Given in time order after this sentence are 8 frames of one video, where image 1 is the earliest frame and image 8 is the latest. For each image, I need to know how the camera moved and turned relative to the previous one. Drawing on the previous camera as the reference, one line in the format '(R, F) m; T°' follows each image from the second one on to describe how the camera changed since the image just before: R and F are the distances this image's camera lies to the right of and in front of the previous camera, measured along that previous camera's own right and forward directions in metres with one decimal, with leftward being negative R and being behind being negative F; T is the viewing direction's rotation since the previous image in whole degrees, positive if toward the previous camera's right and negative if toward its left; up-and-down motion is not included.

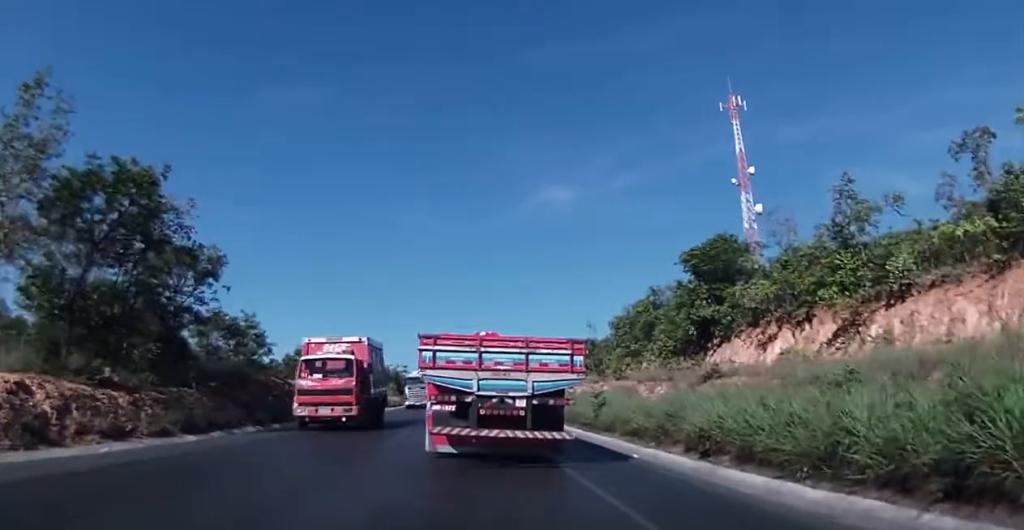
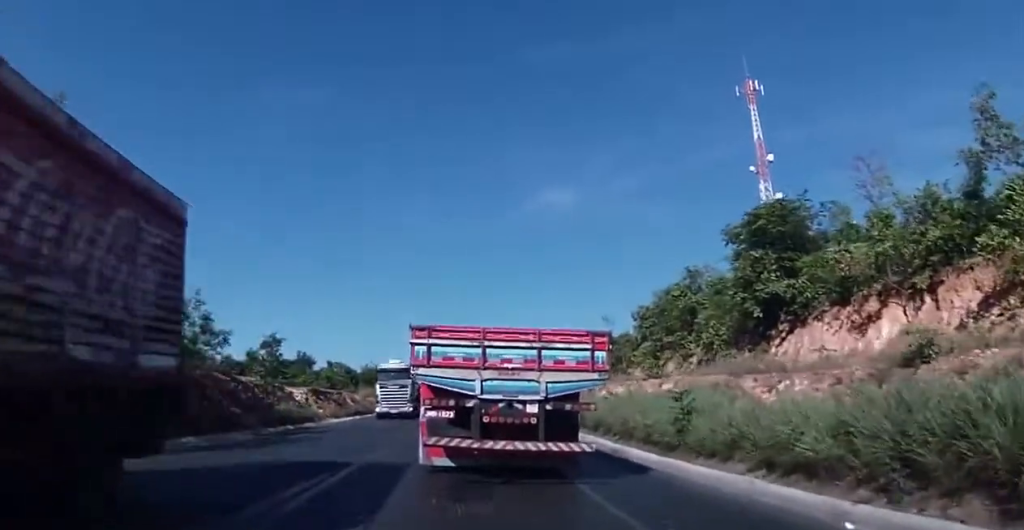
(-0.1, +10.7) m; -1°
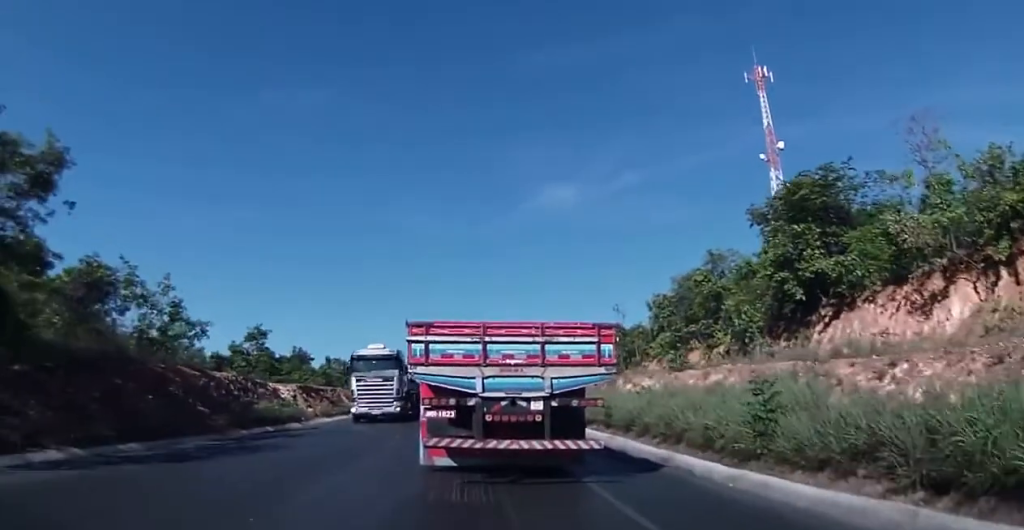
(0.0, +4.8) m; 0°
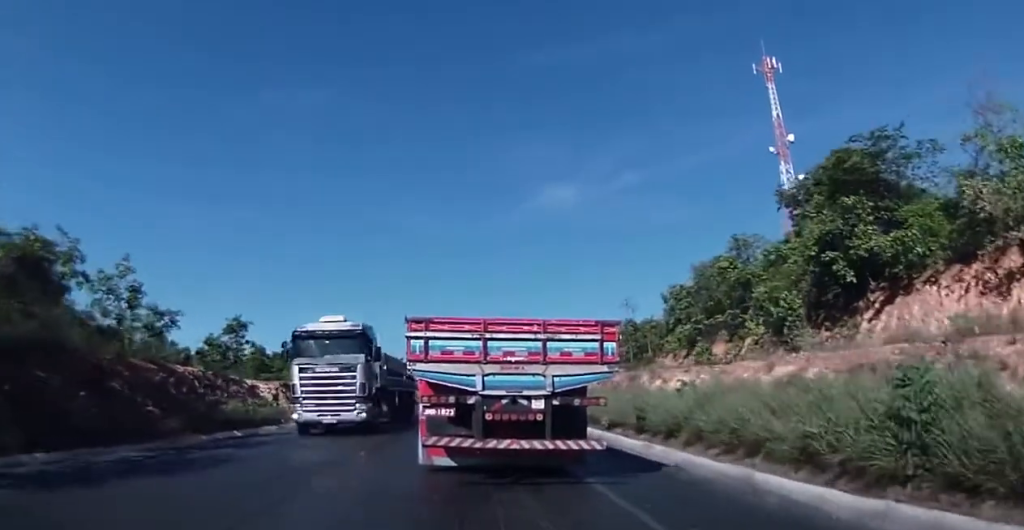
(0.0, +4.6) m; 0°
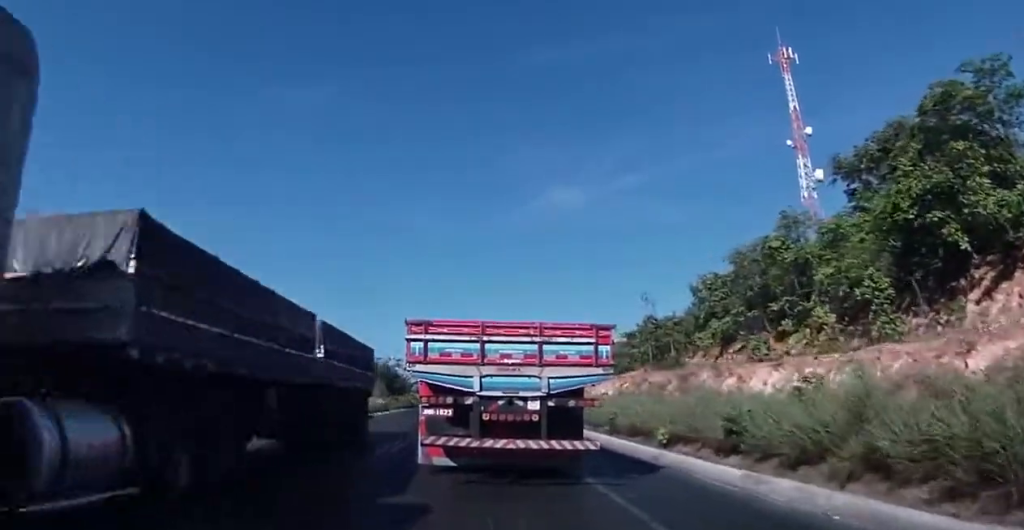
(0.0, +7.2) m; -1°
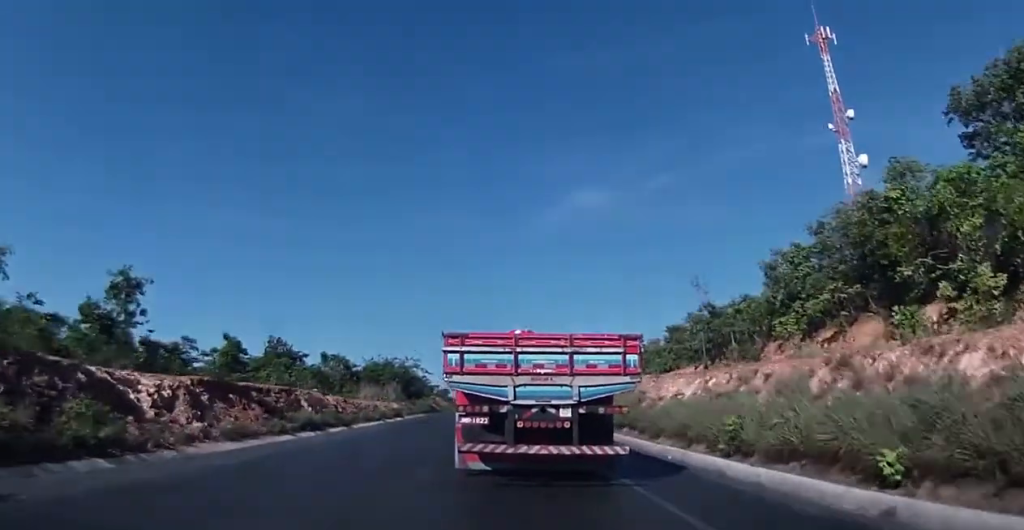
(-0.1, +8.6) m; 0°
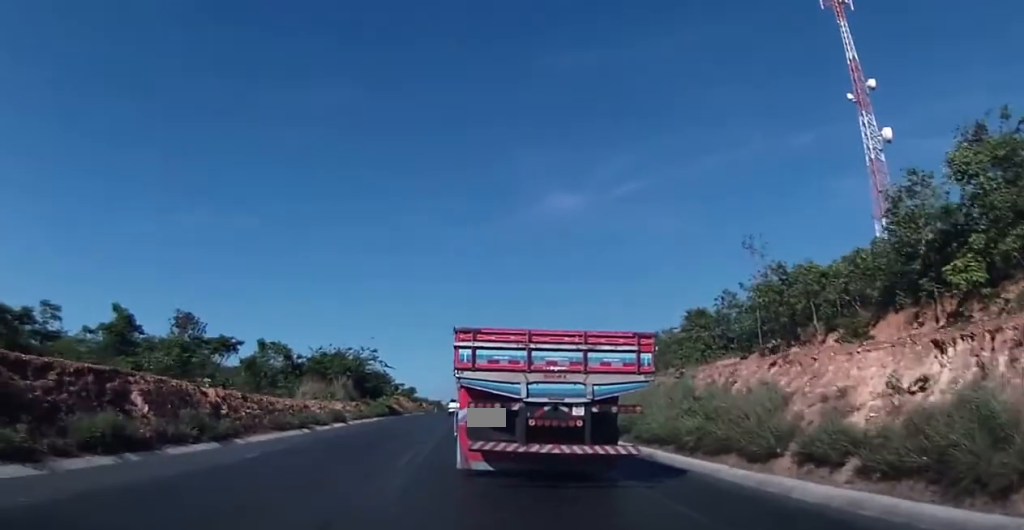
(+0.2, +15.2) m; +1°
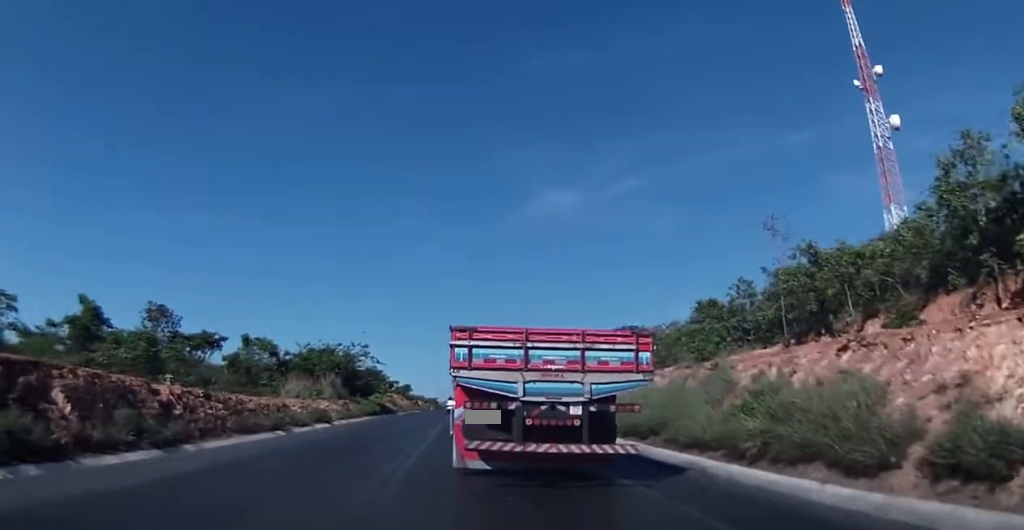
(0.0, +3.9) m; 0°
